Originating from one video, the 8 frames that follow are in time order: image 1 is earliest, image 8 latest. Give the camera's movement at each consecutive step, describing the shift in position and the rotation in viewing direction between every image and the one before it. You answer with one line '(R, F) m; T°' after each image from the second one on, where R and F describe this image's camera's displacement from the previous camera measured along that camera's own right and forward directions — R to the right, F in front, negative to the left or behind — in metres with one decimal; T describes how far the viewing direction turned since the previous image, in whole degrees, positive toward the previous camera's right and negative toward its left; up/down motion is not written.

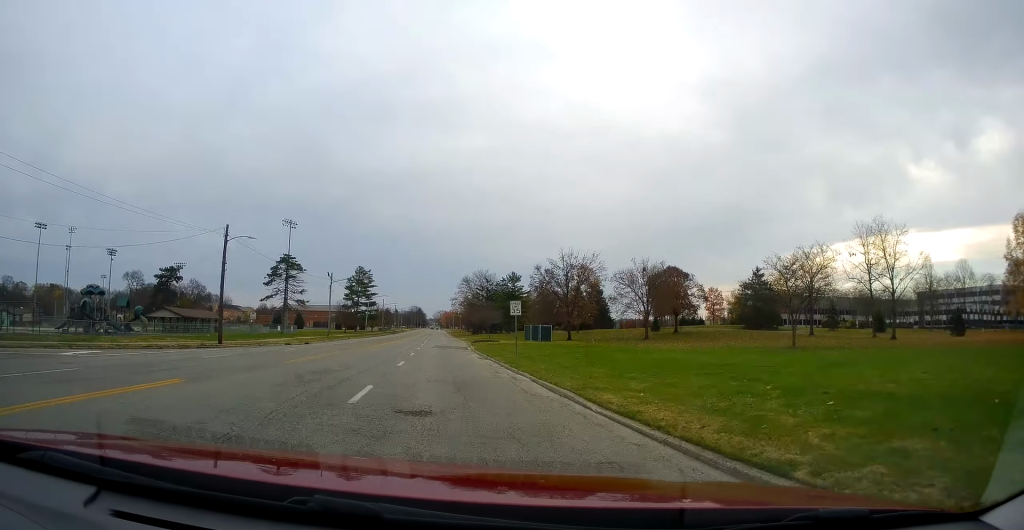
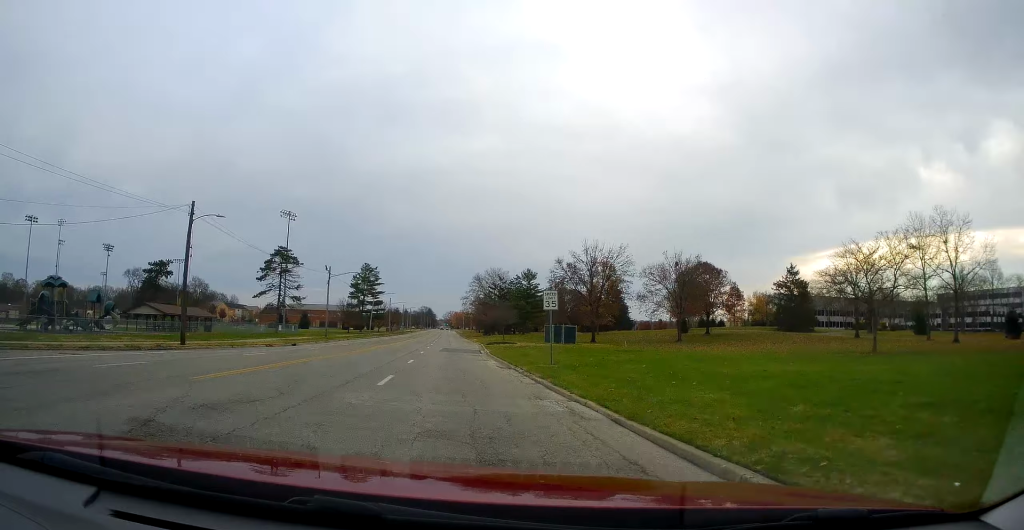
(+0.1, +7.4) m; -1°
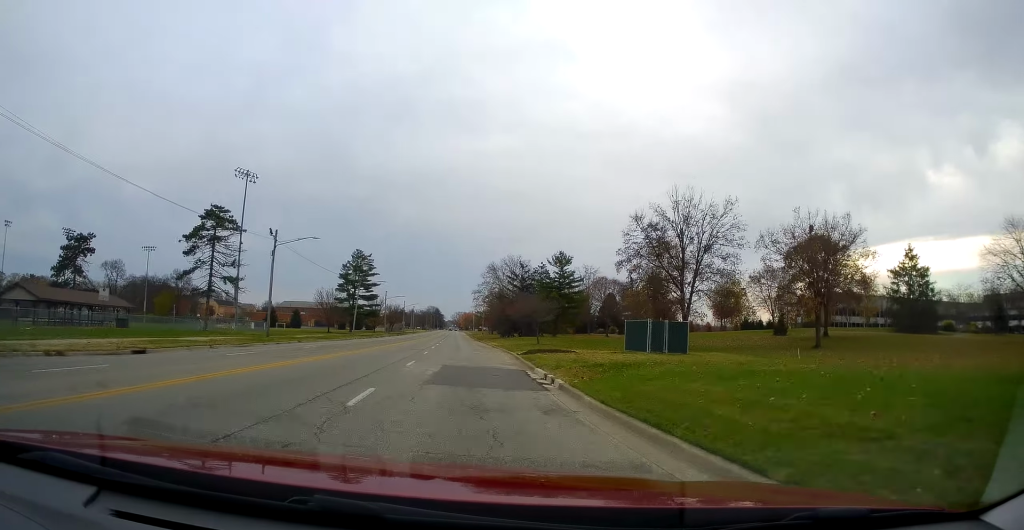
(-1.5, +24.2) m; -5°
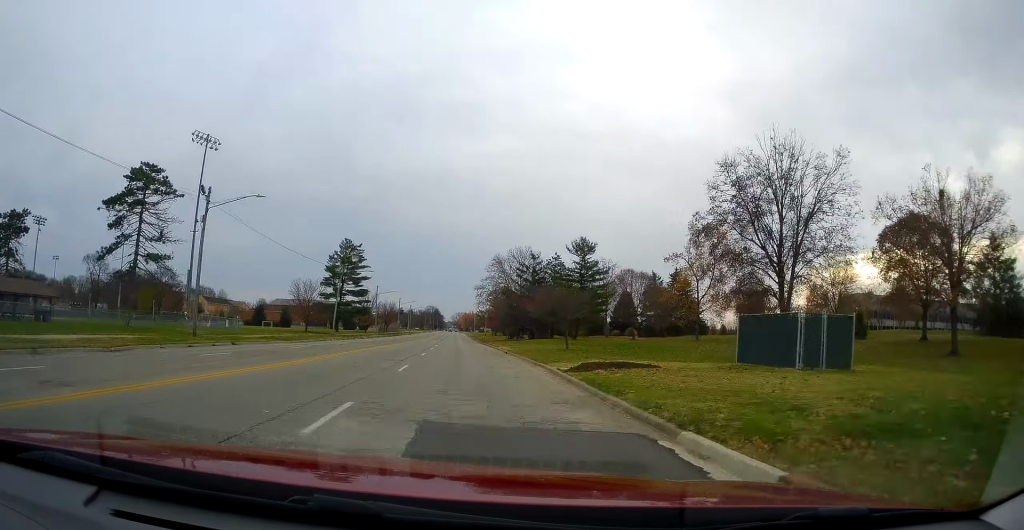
(-0.1, +13.8) m; +1°
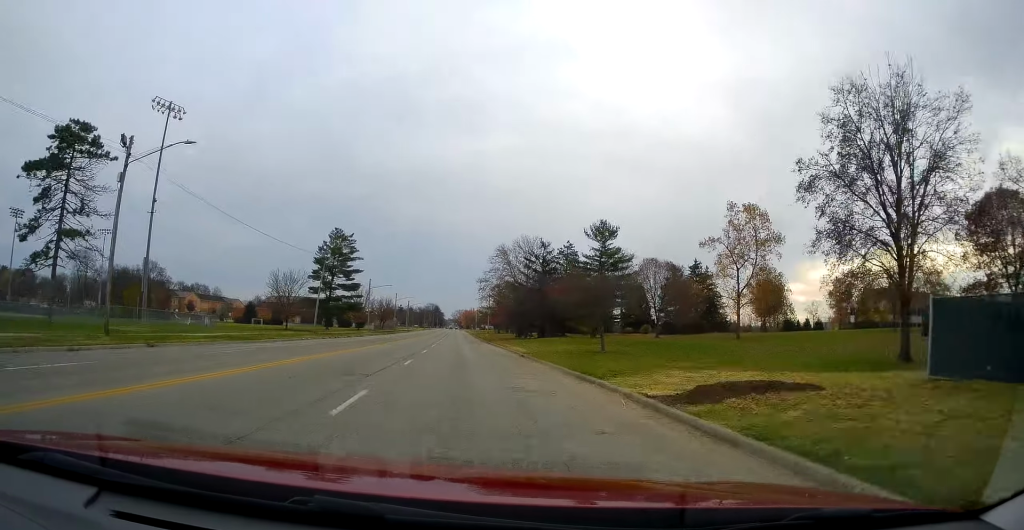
(+0.2, +9.7) m; +1°
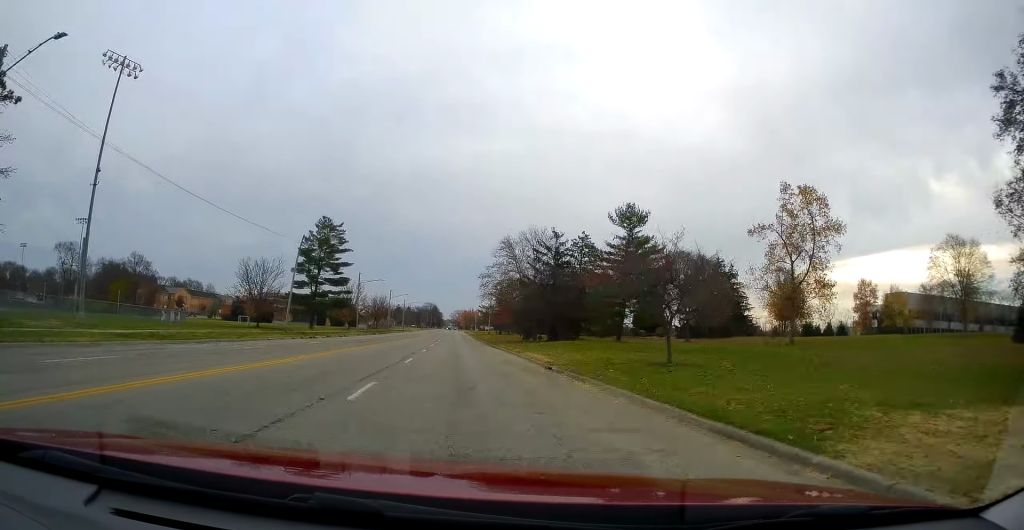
(0.0, +10.2) m; 0°
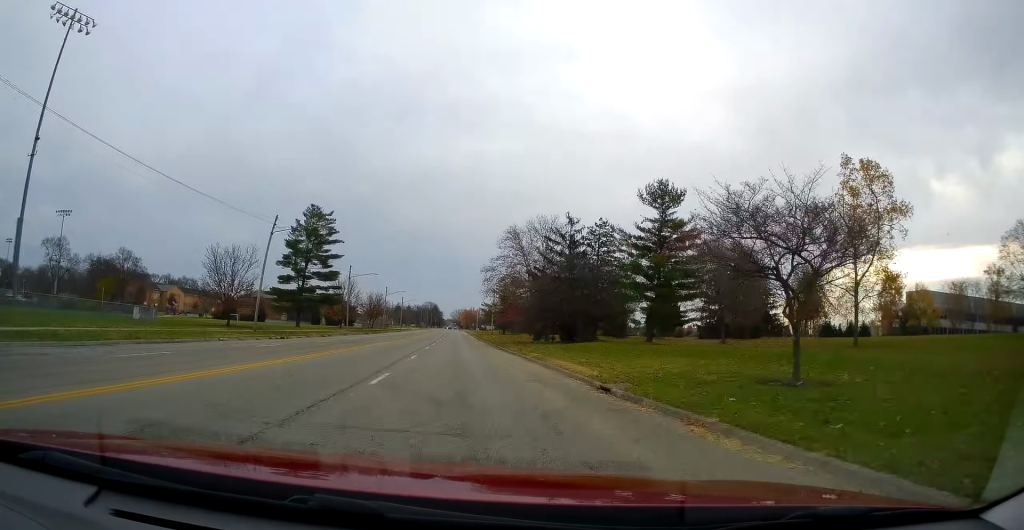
(0.0, +8.4) m; 0°
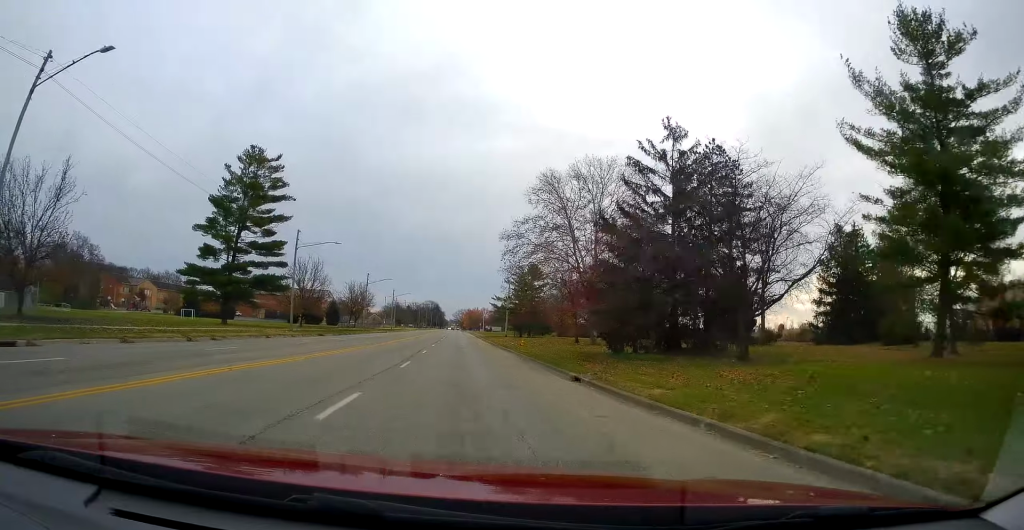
(0.0, +28.9) m; -1°
